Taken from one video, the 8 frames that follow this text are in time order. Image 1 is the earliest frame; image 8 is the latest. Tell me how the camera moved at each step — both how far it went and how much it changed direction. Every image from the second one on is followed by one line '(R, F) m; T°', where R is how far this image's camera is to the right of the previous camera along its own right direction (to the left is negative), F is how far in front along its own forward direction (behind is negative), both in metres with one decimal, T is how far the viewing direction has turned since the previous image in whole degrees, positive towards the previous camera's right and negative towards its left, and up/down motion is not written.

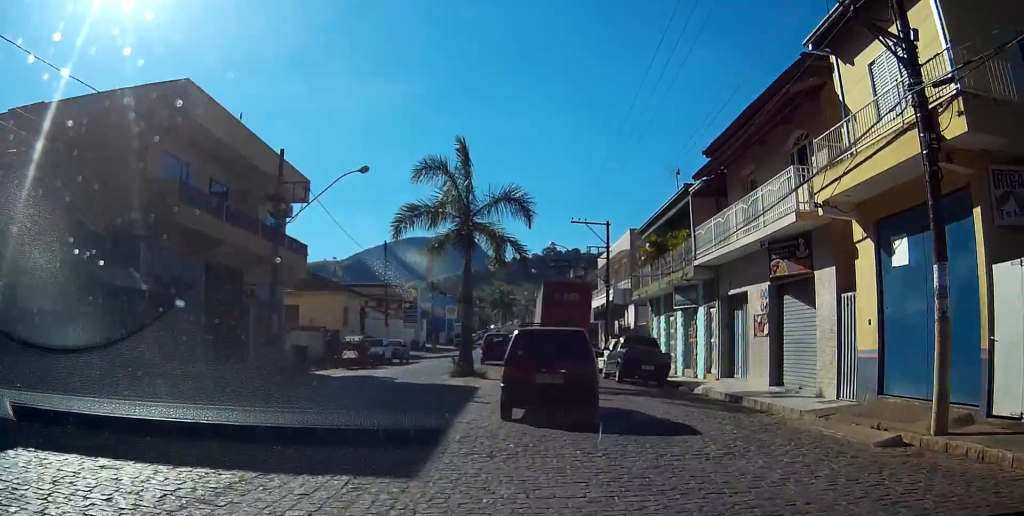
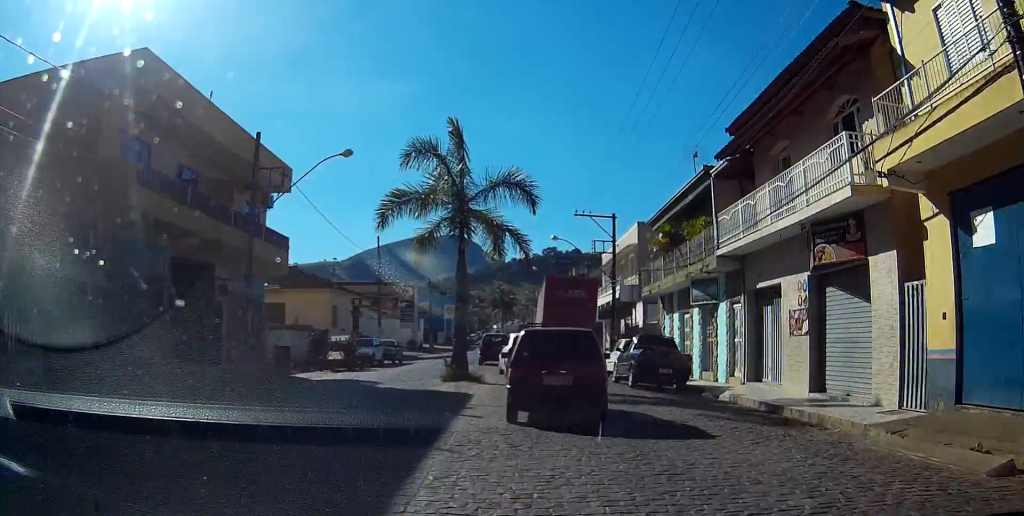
(0.0, +2.9) m; 0°
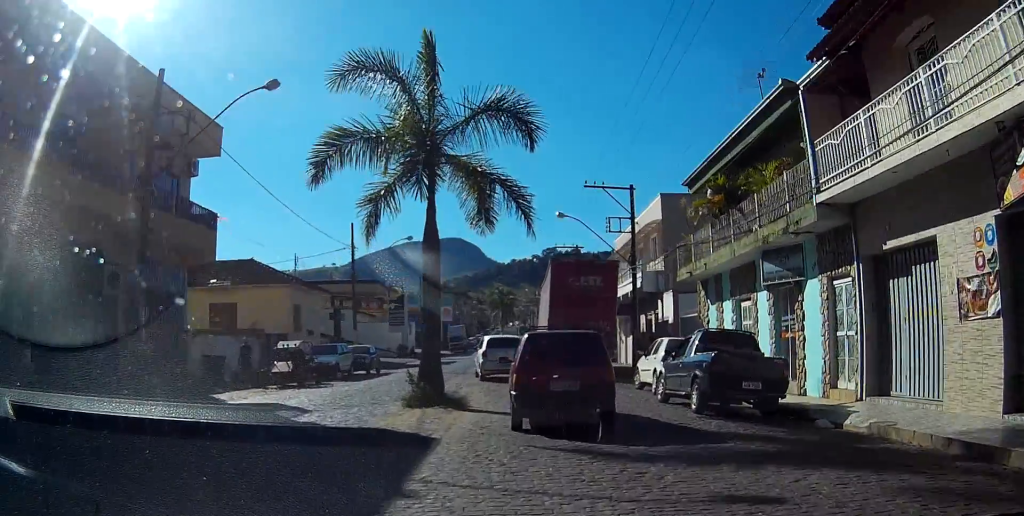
(0.0, +8.1) m; 0°
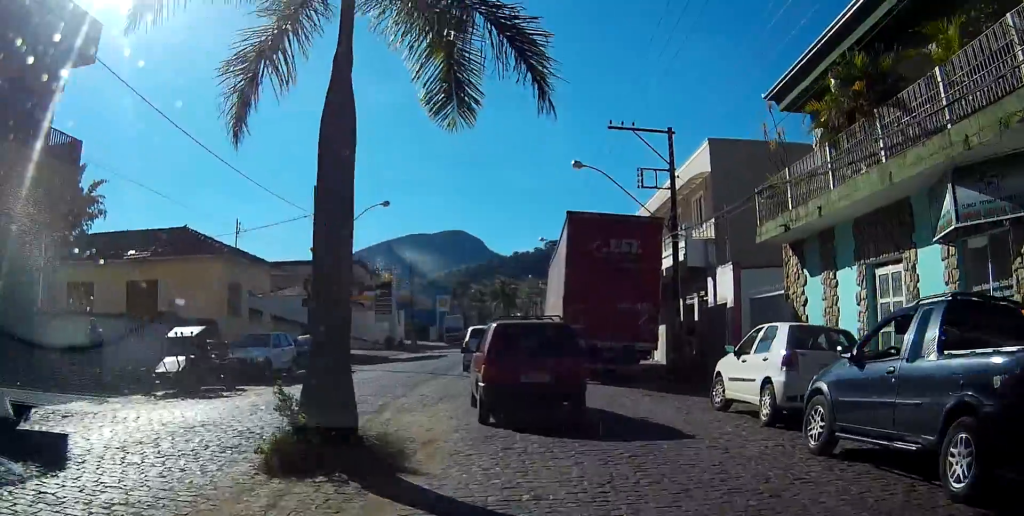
(-0.1, +9.3) m; -1°
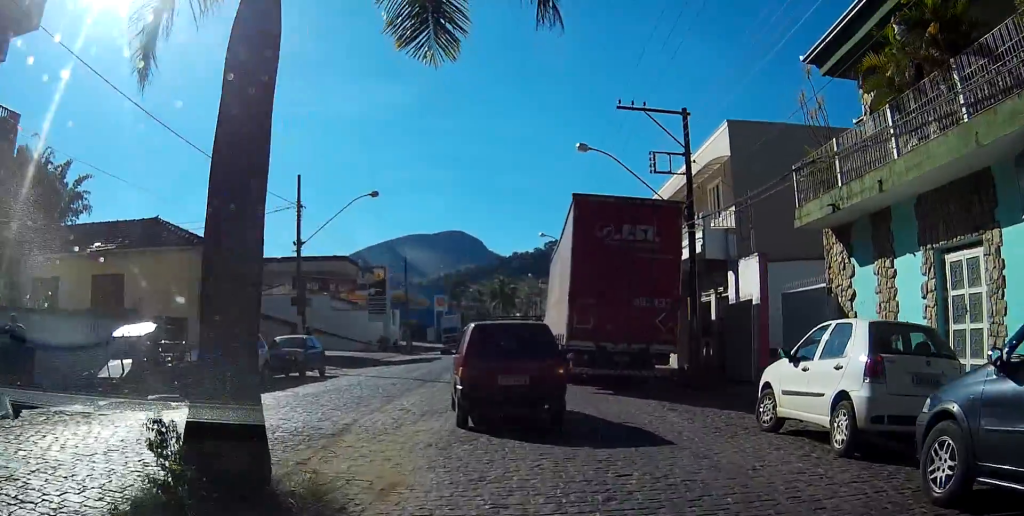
(0.0, +2.8) m; -1°
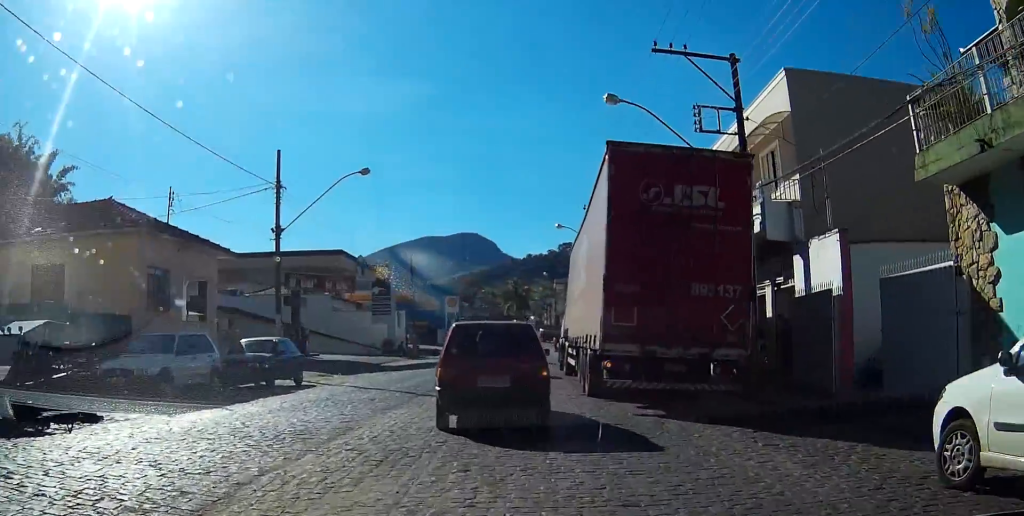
(-0.1, +4.8) m; 0°
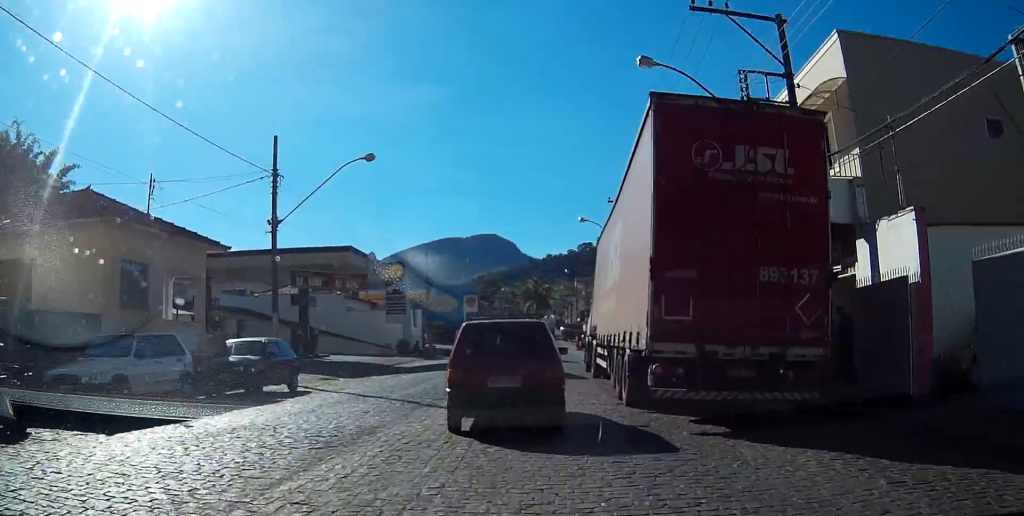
(0.0, +2.7) m; 0°
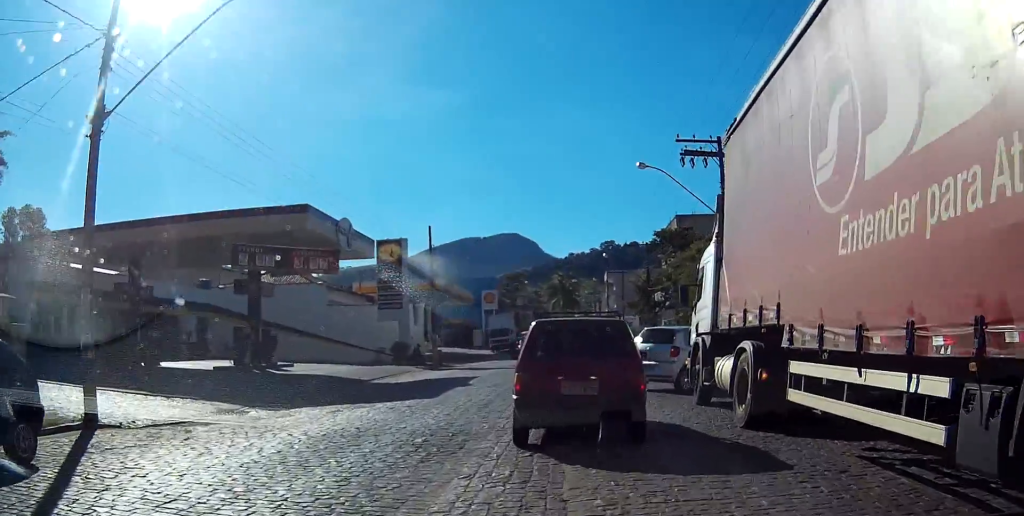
(0.0, +14.2) m; 0°
